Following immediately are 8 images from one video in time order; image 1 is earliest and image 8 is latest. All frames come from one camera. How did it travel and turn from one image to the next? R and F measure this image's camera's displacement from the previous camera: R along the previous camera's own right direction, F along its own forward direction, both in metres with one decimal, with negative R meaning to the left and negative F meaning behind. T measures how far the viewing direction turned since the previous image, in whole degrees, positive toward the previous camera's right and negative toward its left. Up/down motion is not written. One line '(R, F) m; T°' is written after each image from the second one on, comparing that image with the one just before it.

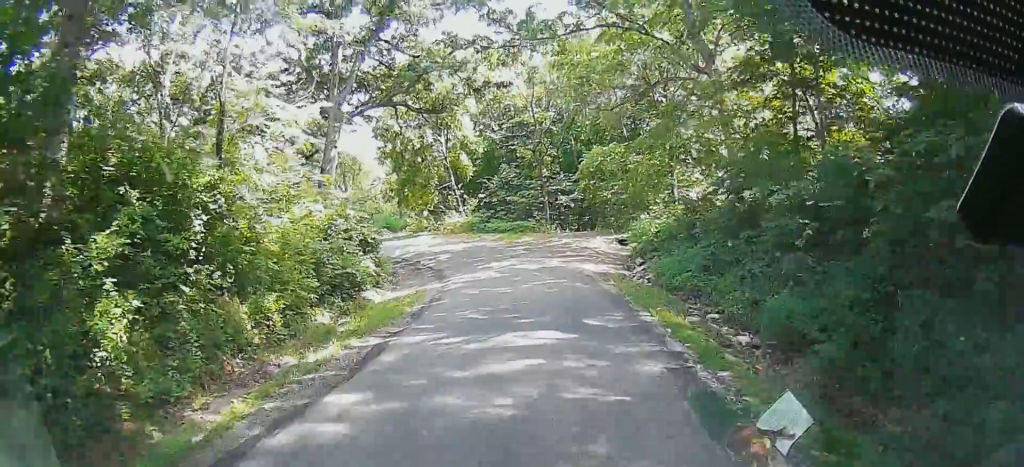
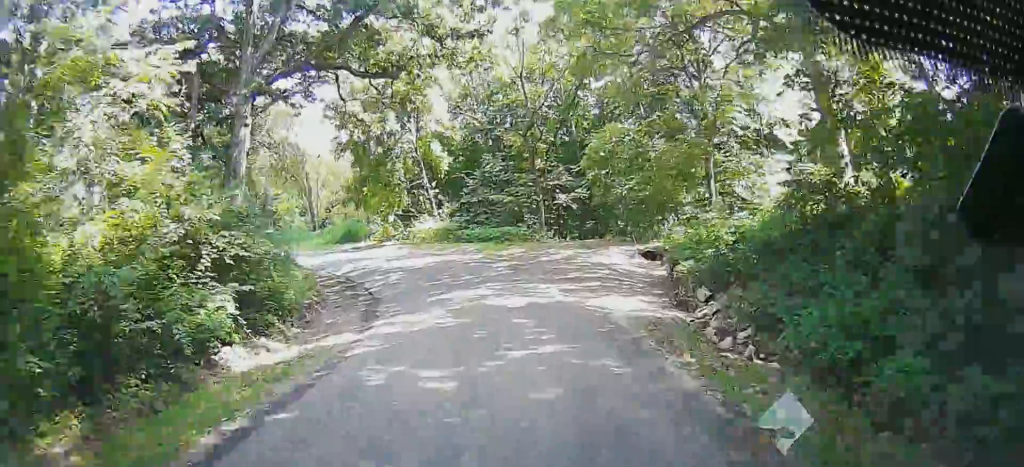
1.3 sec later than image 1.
(+0.3, +13.0) m; +1°
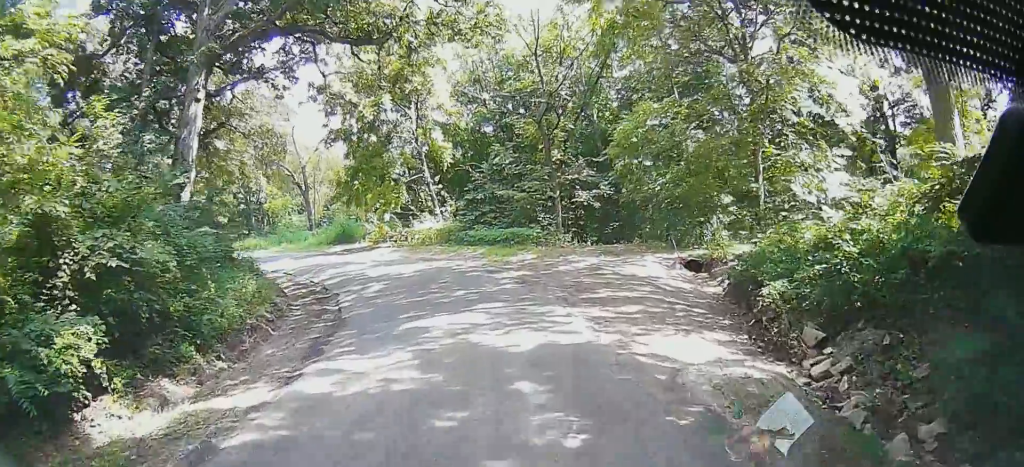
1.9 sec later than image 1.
(0.0, +6.3) m; 0°
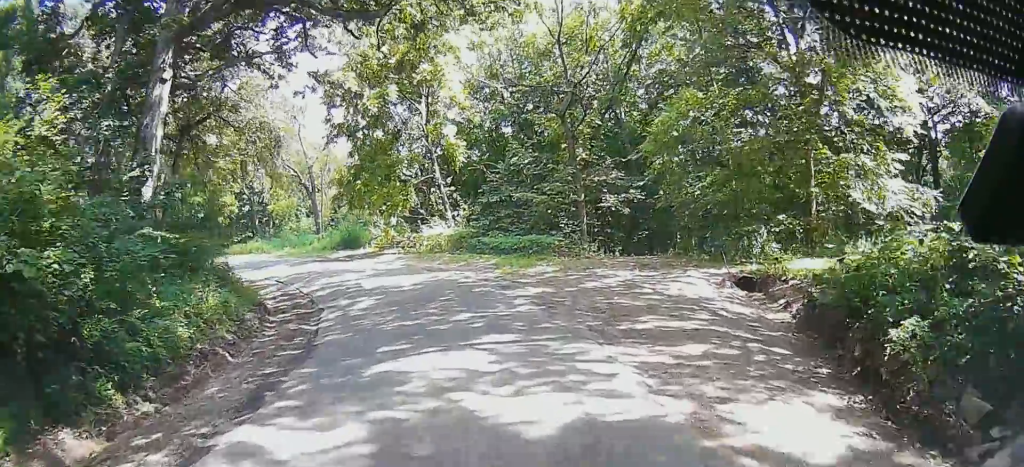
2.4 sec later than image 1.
(0.0, +4.3) m; 0°
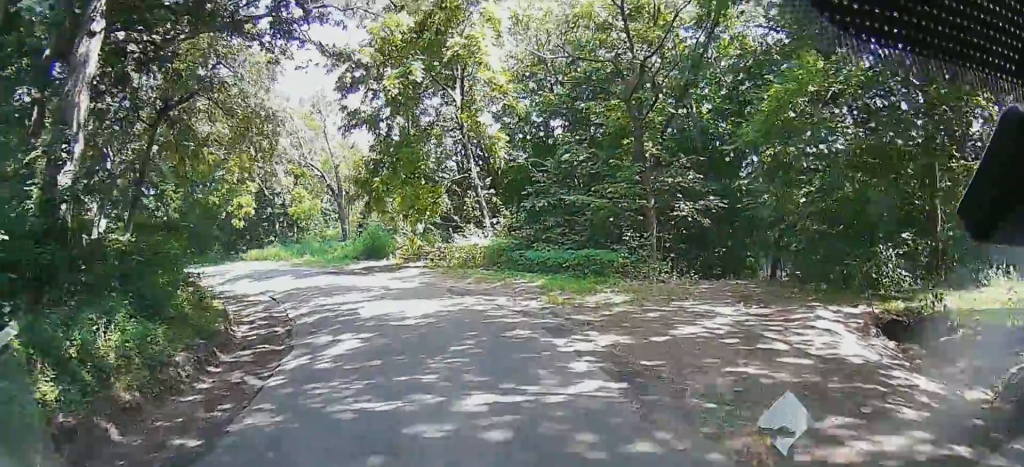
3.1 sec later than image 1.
(-0.1, +6.1) m; -7°
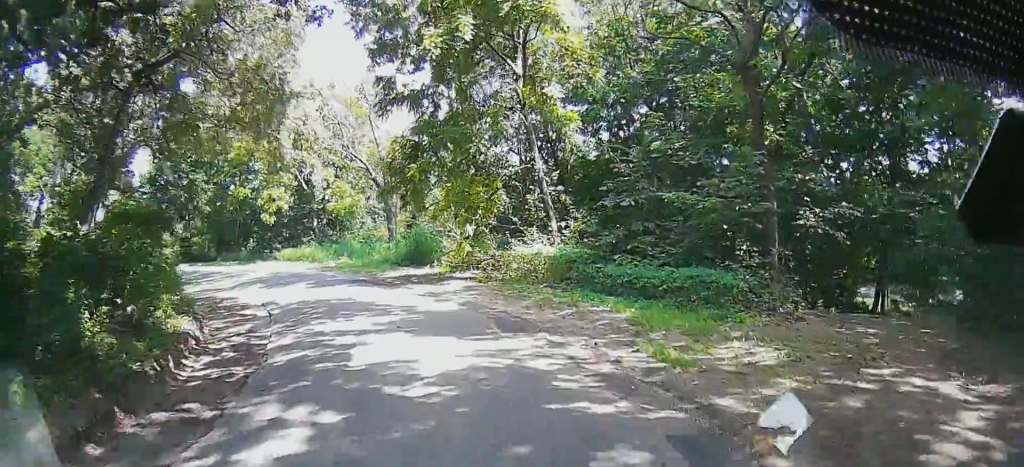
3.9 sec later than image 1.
(-0.5, +6.1) m; -8°
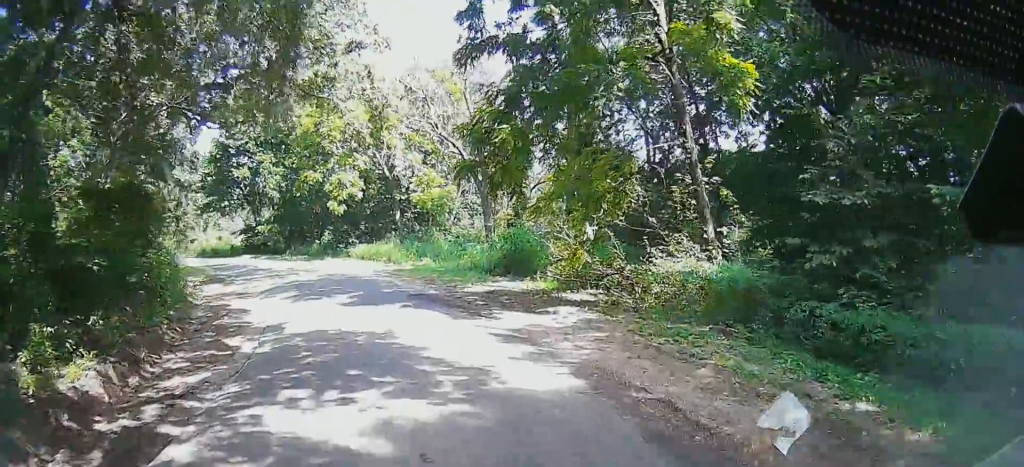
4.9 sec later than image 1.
(-0.8, +7.8) m; -6°
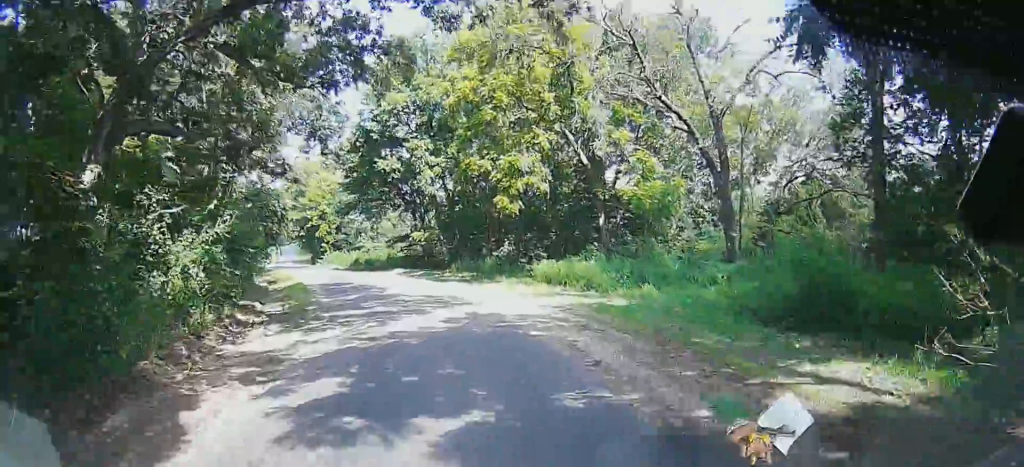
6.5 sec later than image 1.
(0.0, +12.7) m; -1°
